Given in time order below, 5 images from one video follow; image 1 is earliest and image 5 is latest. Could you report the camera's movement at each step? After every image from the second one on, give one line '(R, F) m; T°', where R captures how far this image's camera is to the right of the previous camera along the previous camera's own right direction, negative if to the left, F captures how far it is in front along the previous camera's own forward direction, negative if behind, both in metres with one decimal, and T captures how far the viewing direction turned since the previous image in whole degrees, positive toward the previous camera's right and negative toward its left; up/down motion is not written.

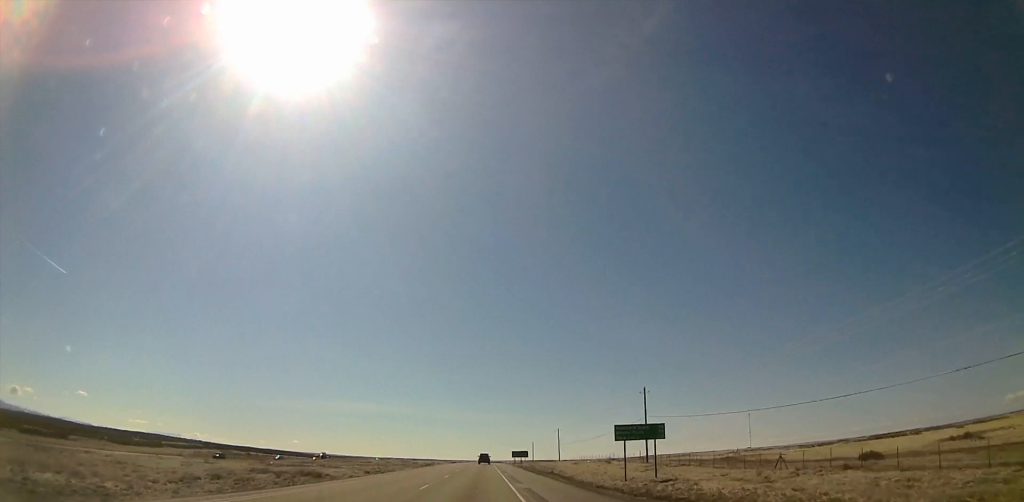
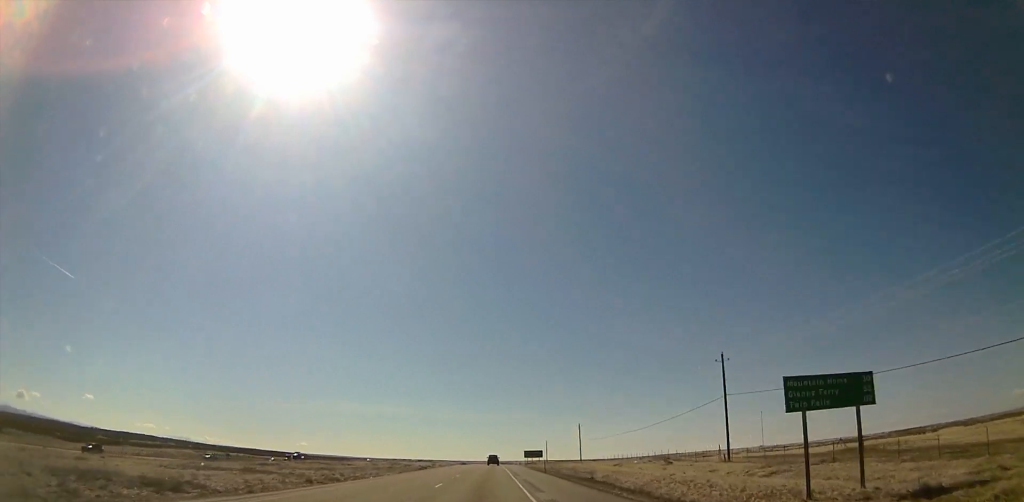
(+0.5, +28.1) m; 0°
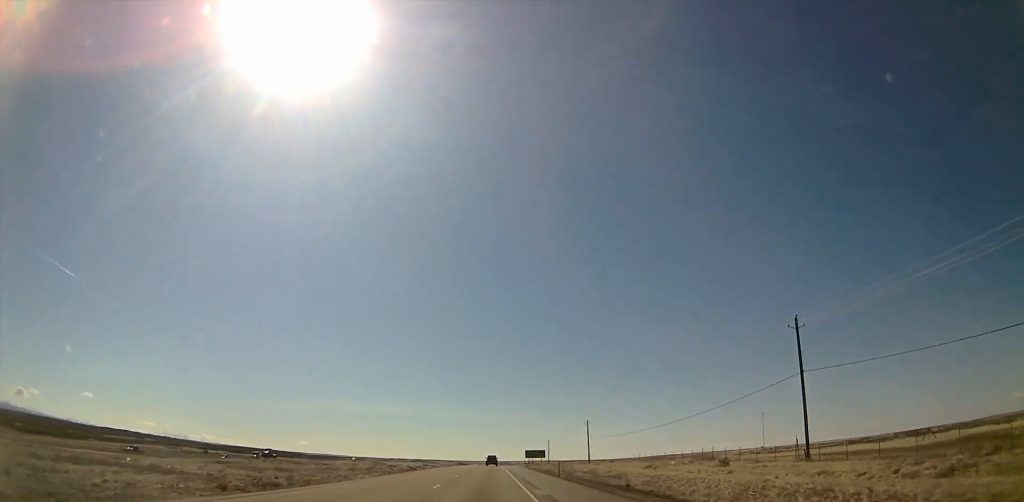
(-0.1, +16.4) m; 0°
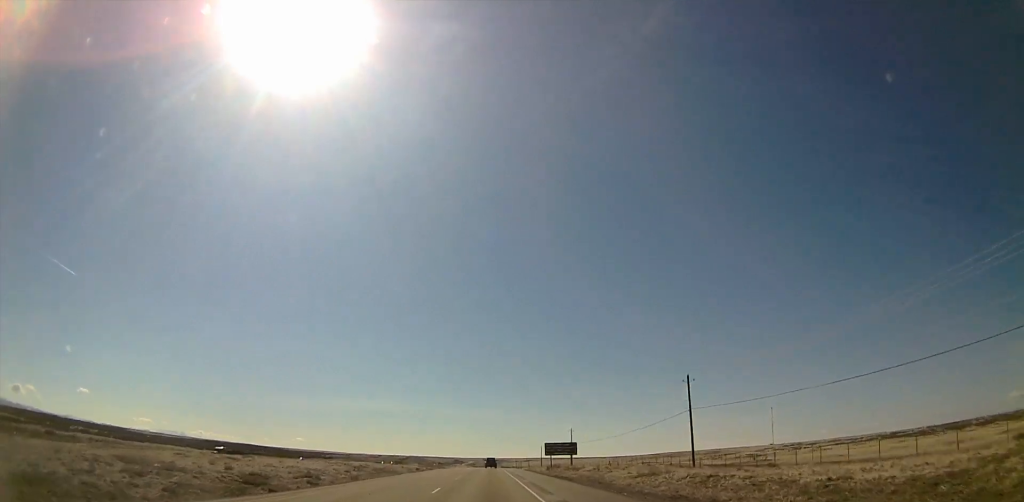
(-0.8, +77.4) m; -1°
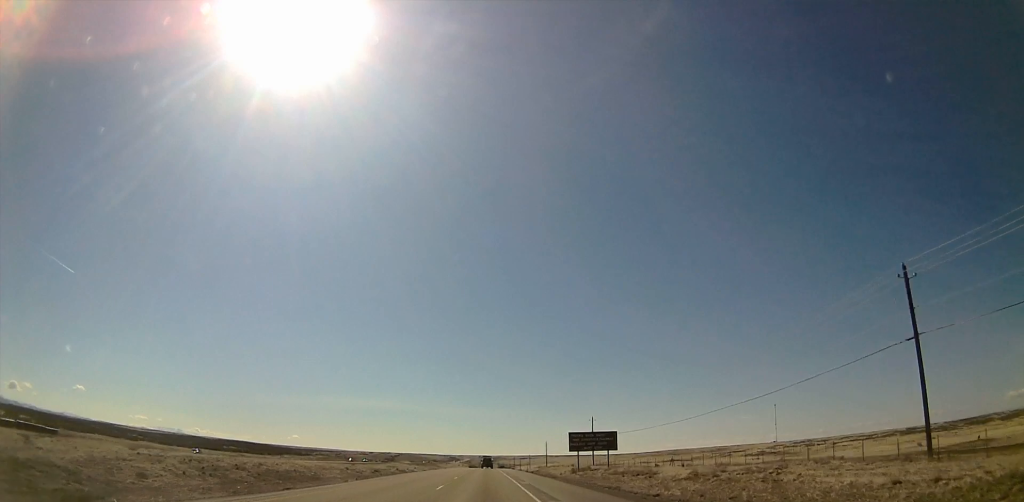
(0.0, +42.3) m; 0°
